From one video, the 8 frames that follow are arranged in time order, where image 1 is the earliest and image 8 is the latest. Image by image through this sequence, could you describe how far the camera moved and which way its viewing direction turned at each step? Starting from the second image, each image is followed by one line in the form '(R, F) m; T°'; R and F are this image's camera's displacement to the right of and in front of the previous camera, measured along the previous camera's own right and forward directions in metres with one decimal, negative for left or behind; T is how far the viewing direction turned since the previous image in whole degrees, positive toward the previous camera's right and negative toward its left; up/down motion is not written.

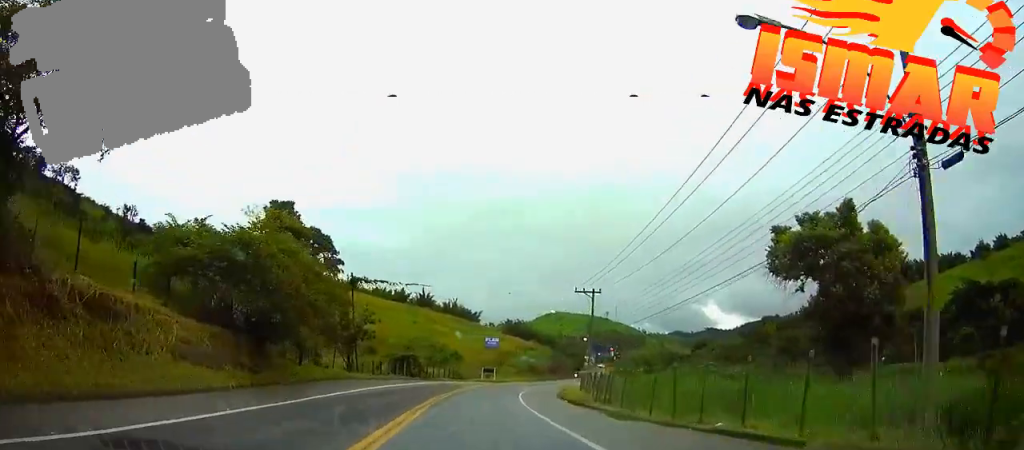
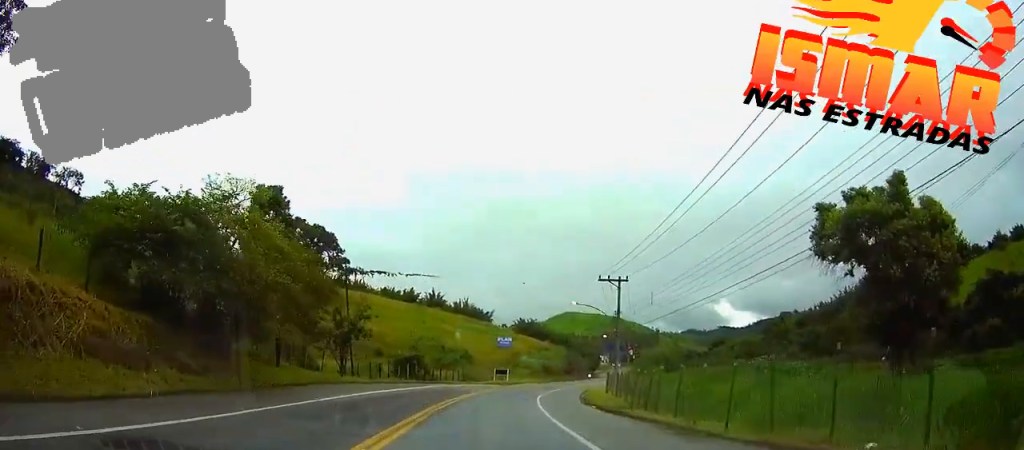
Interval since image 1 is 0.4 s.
(0.0, +6.6) m; 0°
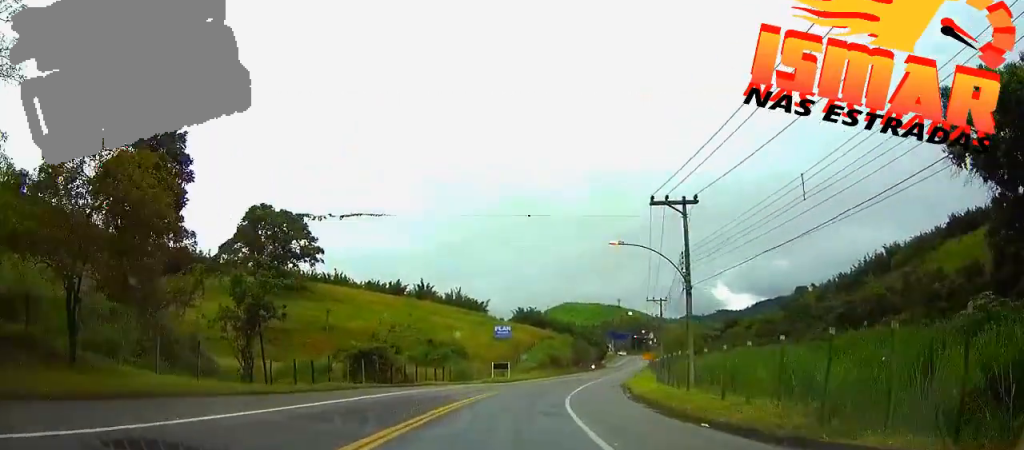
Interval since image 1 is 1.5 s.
(0.0, +18.6) m; +2°
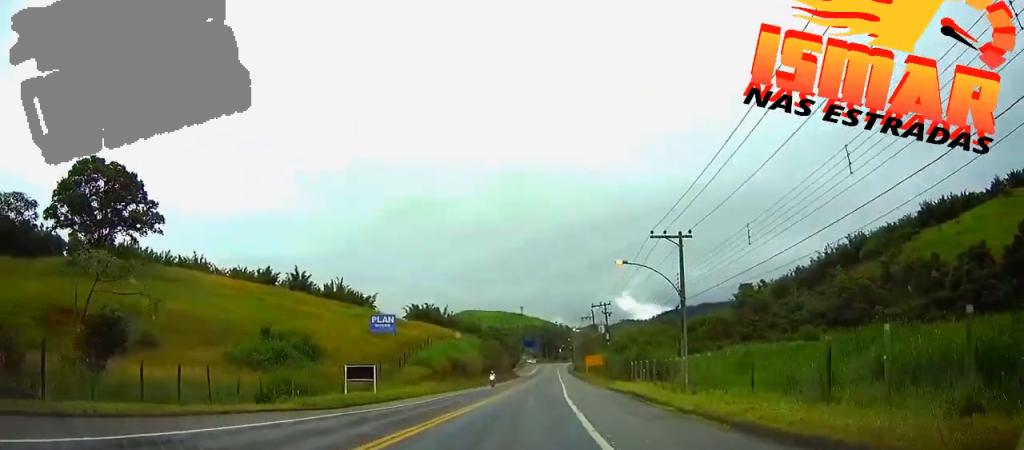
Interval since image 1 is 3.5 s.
(+2.4, +34.9) m; +8°
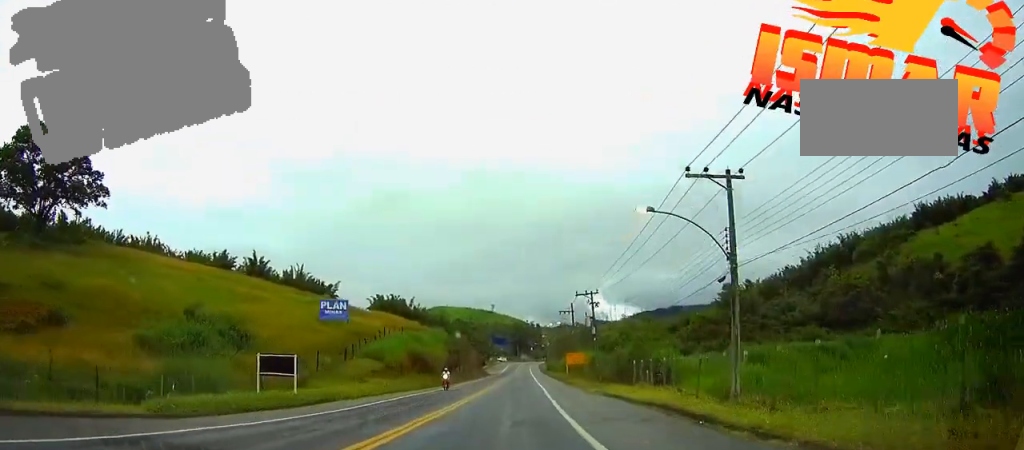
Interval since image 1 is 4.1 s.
(+0.3, +10.8) m; +1°
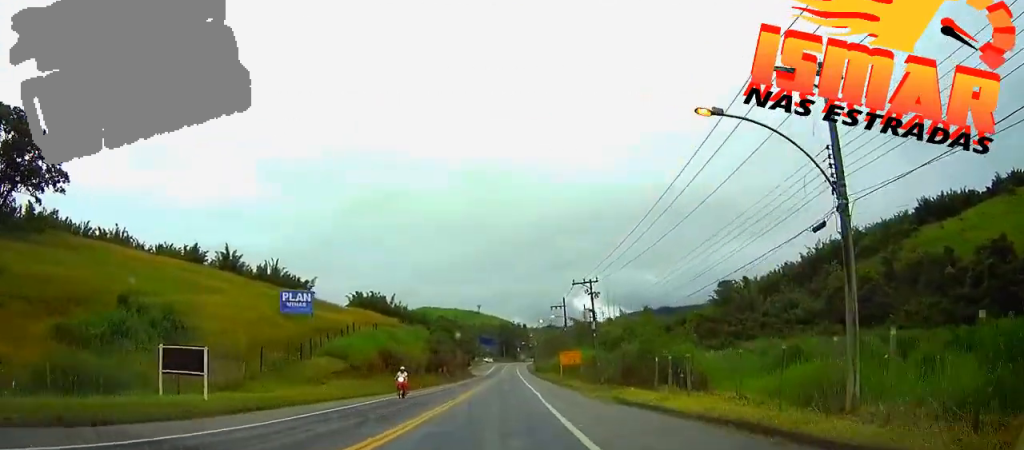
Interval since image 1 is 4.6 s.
(+0.1, +8.5) m; +1°
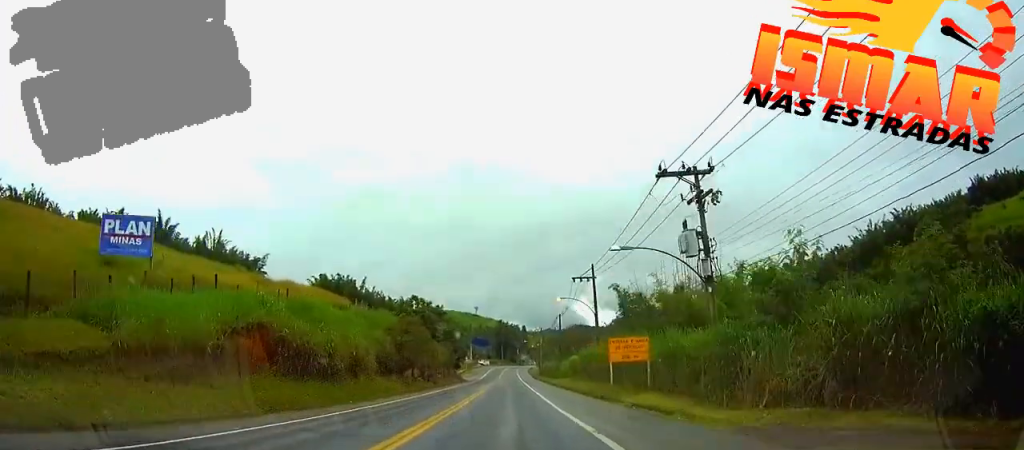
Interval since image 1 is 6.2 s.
(+0.1, +30.3) m; 0°
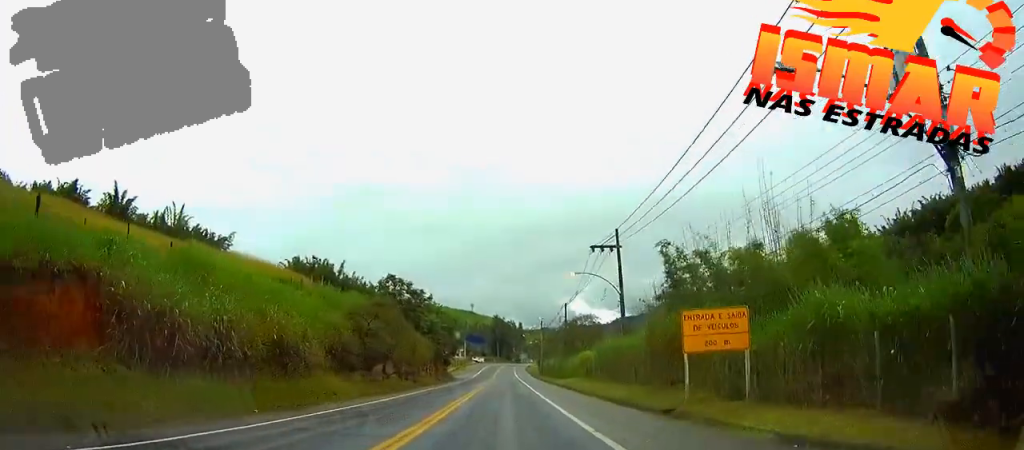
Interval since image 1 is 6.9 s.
(+0.1, +14.3) m; 0°
